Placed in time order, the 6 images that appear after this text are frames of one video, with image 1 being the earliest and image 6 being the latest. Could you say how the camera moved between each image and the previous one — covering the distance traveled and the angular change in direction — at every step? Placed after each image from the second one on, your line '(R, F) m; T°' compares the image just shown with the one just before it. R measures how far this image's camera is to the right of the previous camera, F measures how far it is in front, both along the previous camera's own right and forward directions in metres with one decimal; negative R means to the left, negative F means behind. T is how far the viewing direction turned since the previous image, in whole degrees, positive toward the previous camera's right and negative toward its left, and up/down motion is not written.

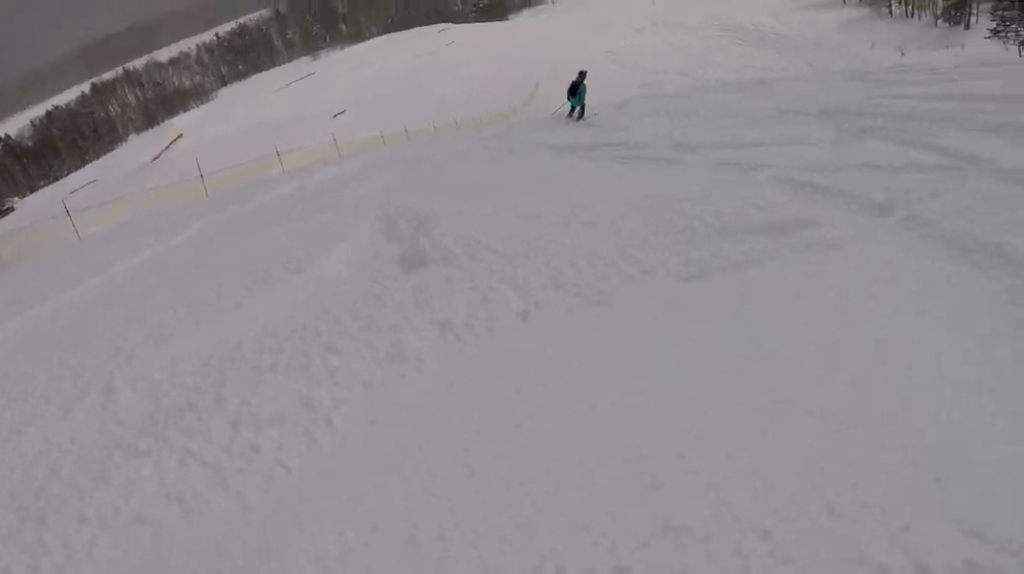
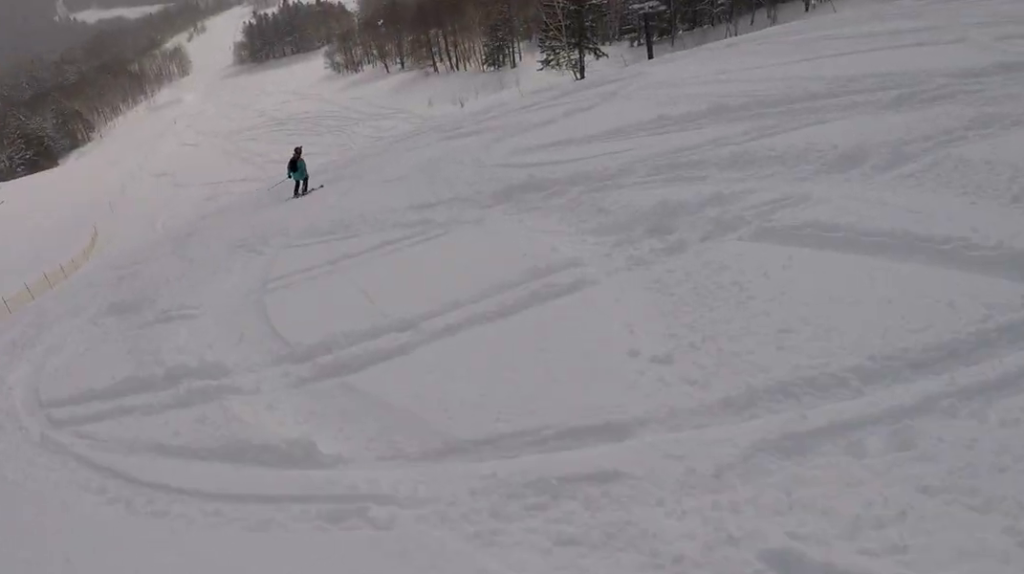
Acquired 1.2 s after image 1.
(+2.3, +6.7) m; +28°
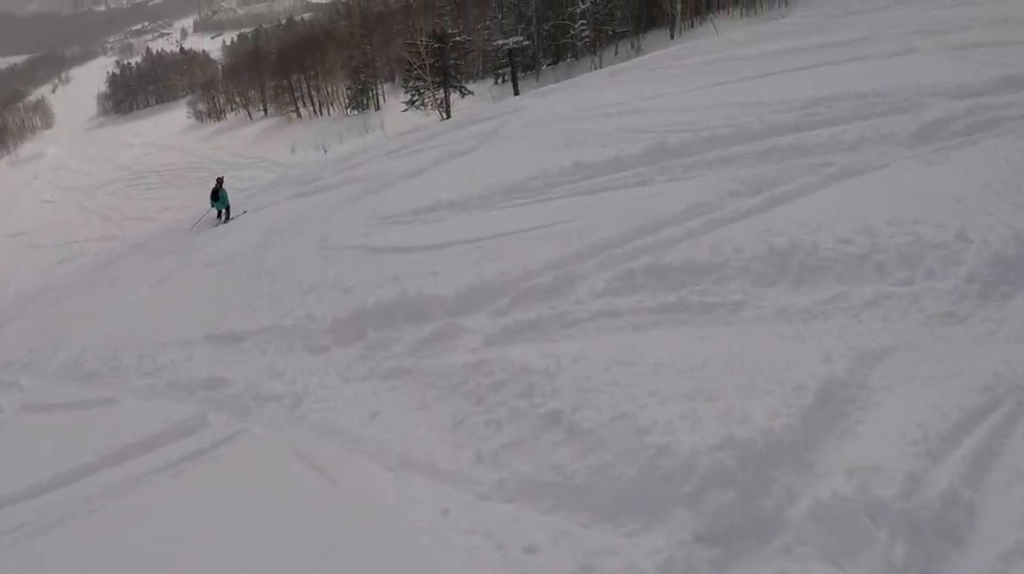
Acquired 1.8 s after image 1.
(+0.3, +3.5) m; +9°
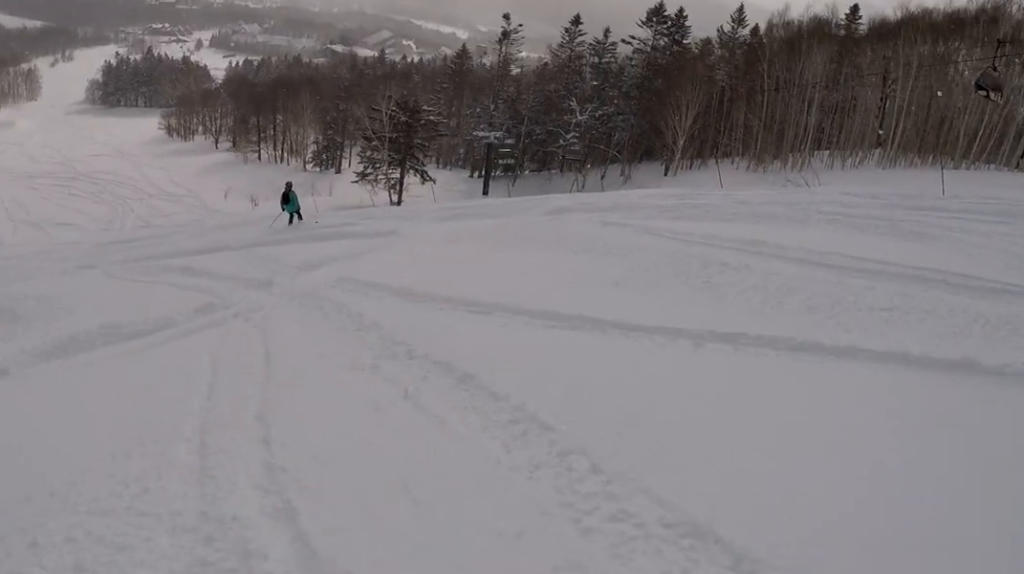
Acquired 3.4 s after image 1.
(+2.0, +9.1) m; +9°
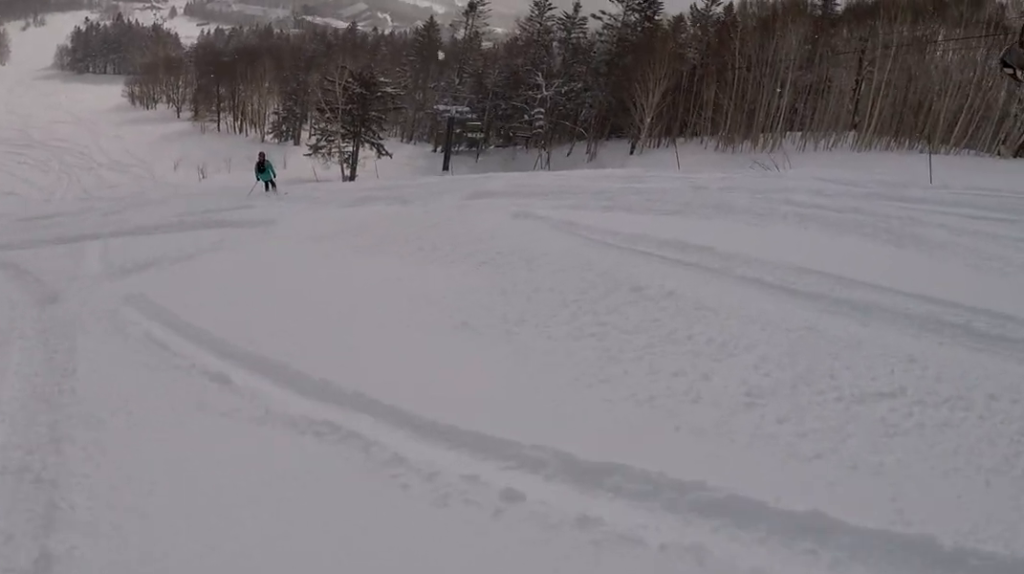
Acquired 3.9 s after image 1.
(-0.4, +2.4) m; -10°
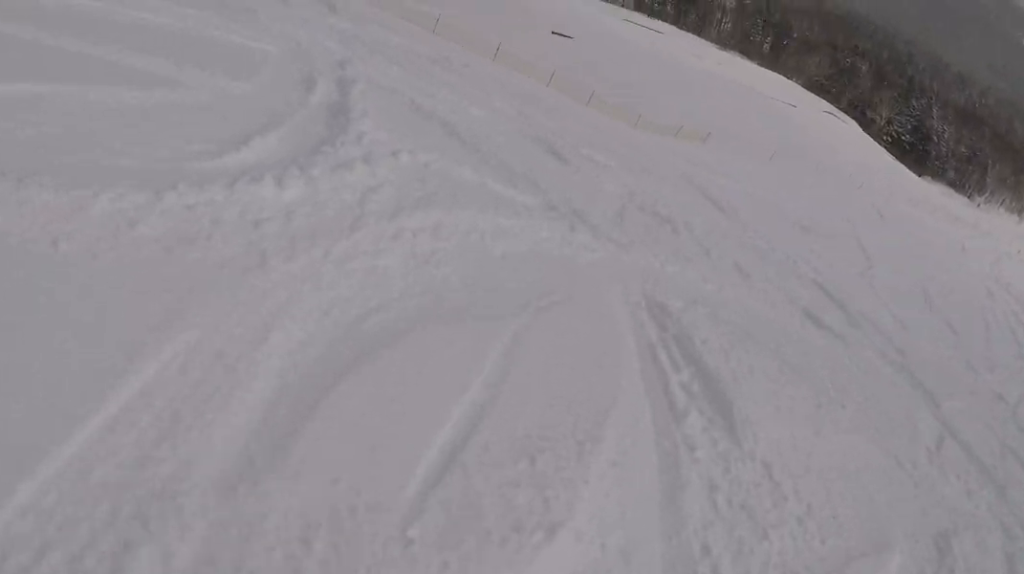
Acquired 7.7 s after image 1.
(-11.4, +6.4) m; -122°
